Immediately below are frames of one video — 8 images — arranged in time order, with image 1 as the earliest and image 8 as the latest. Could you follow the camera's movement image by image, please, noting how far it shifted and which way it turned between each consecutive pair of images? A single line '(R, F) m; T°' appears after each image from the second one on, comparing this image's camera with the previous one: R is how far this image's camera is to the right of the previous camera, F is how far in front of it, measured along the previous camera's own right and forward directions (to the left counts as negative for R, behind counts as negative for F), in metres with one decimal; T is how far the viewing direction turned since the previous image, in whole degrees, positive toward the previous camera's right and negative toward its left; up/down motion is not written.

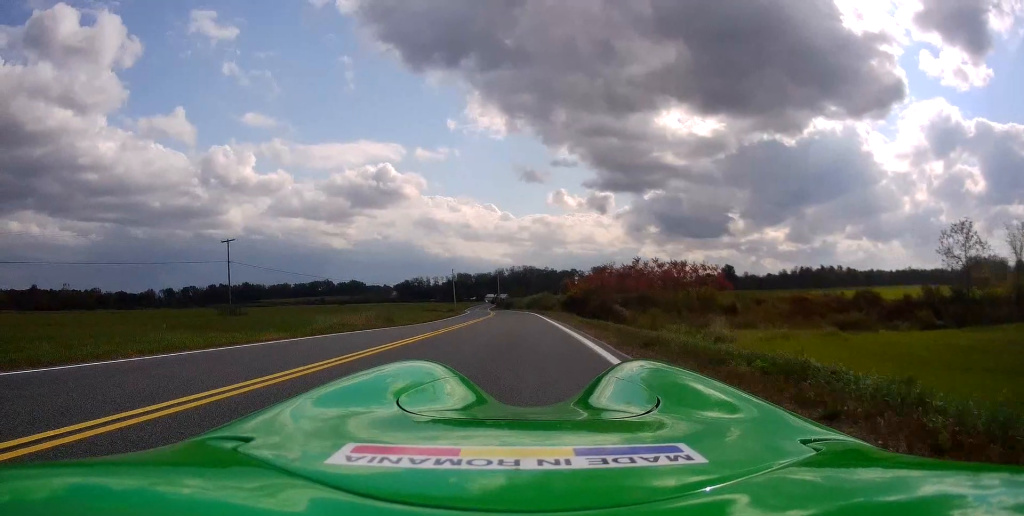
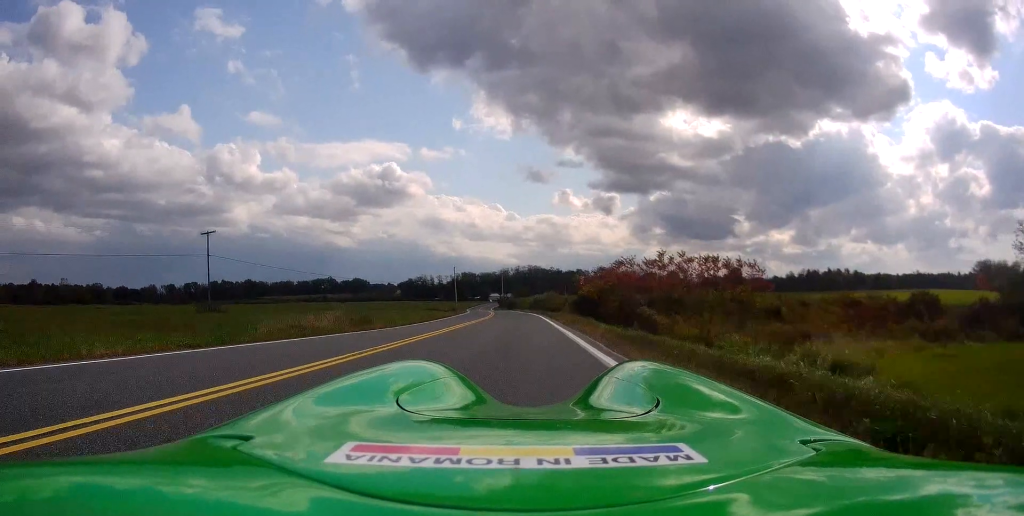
(-0.1, +7.0) m; -1°
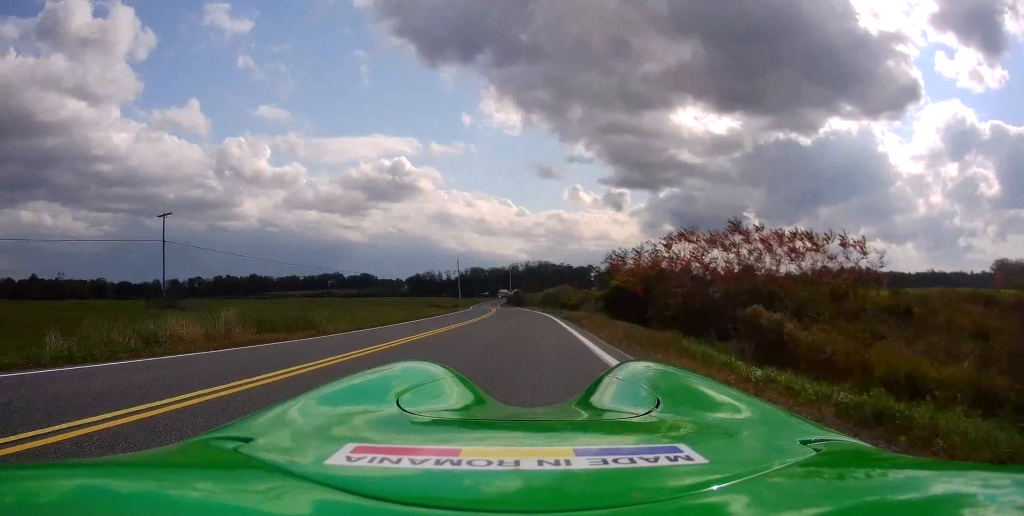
(-0.2, +11.8) m; -1°
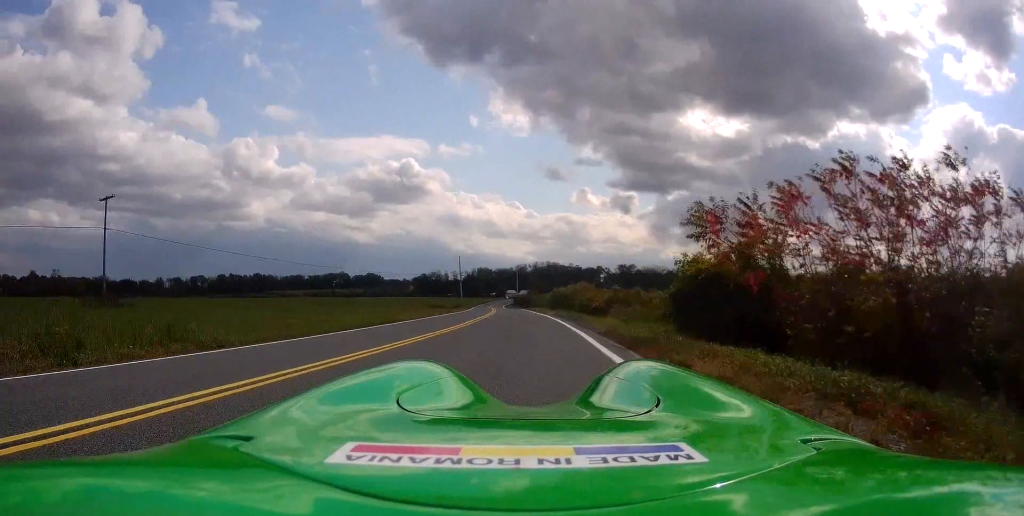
(0.0, +11.7) m; 0°
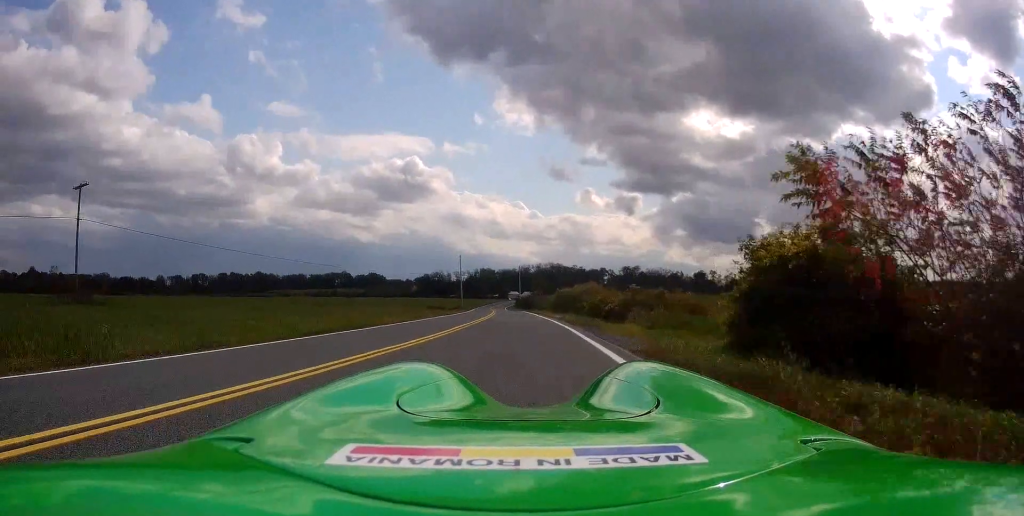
(0.0, +4.7) m; 0°
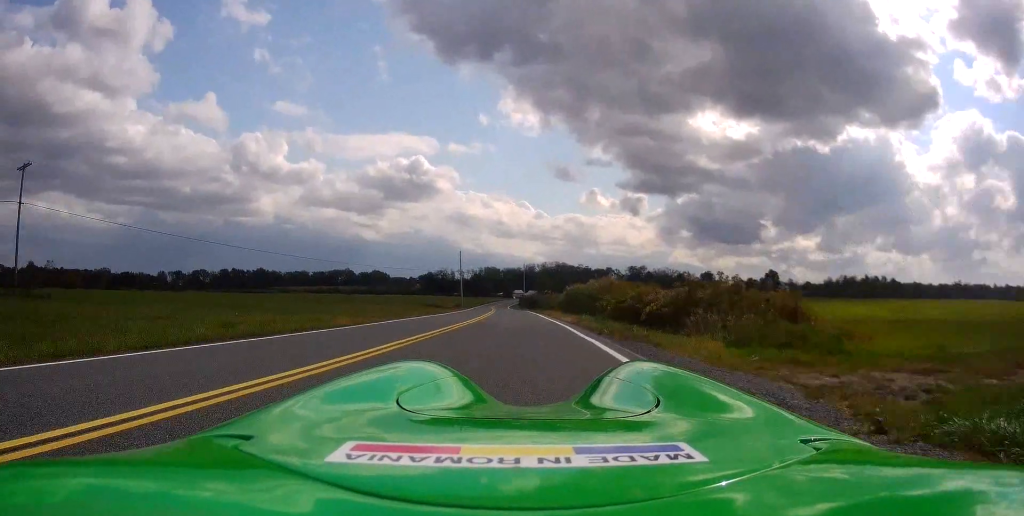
(0.0, +7.9) m; -2°
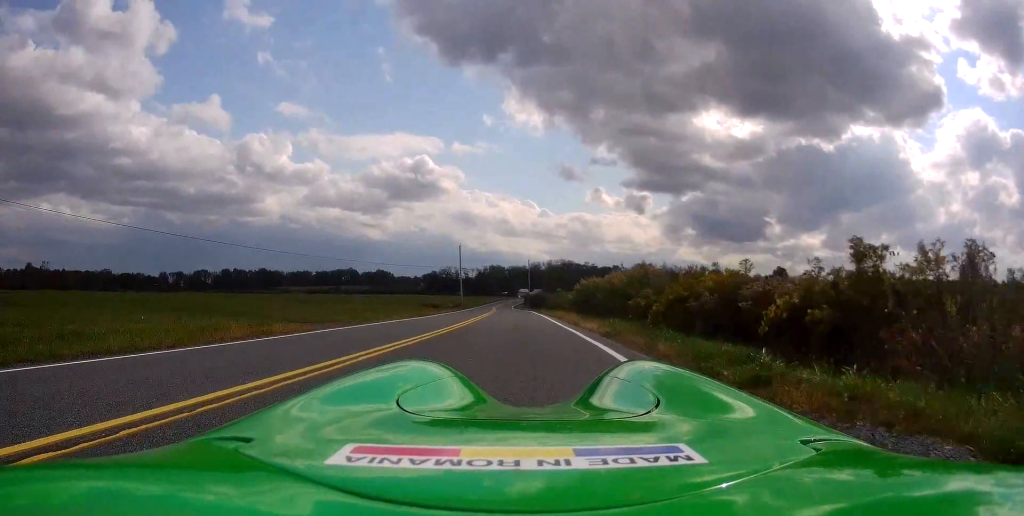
(-0.2, +8.8) m; 0°
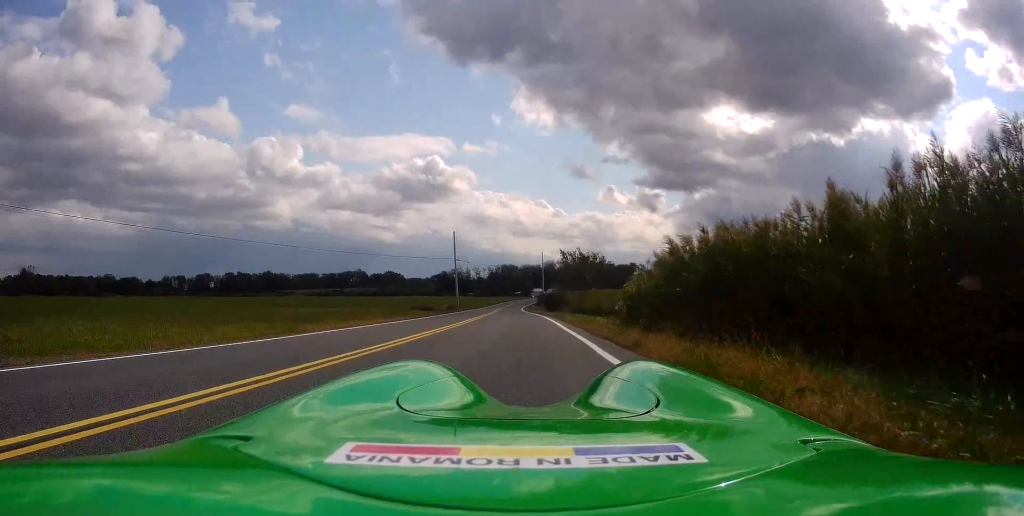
(+0.4, +23.1) m; -1°
